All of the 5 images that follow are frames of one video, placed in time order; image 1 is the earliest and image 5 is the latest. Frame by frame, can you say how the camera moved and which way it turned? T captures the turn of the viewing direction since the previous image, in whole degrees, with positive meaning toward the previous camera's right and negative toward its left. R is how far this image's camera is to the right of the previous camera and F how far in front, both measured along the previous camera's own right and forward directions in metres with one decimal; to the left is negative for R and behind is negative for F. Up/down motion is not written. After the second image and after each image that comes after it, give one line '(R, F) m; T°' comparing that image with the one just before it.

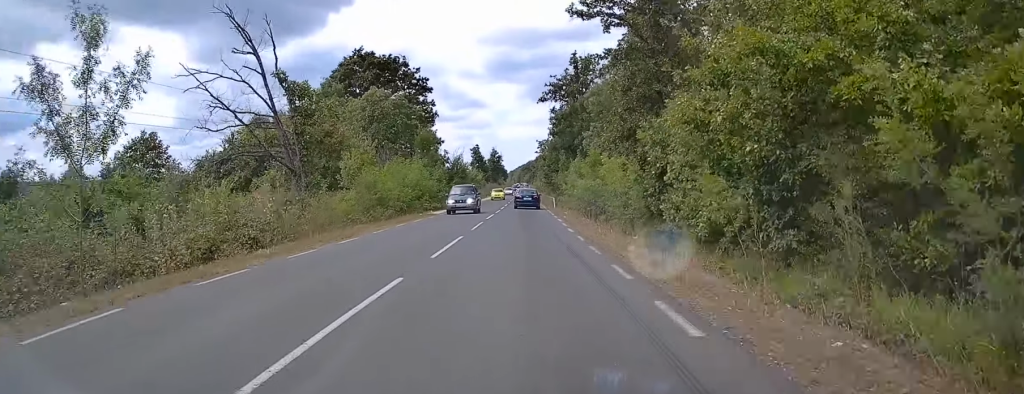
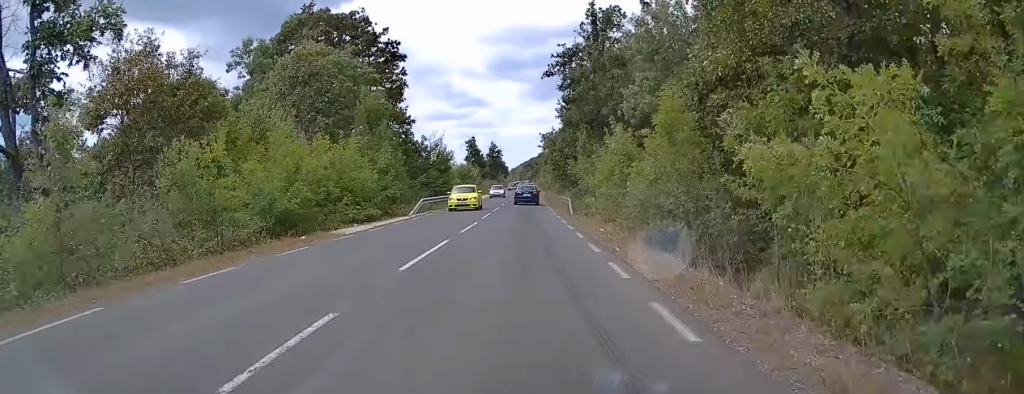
(0.0, +20.5) m; -1°
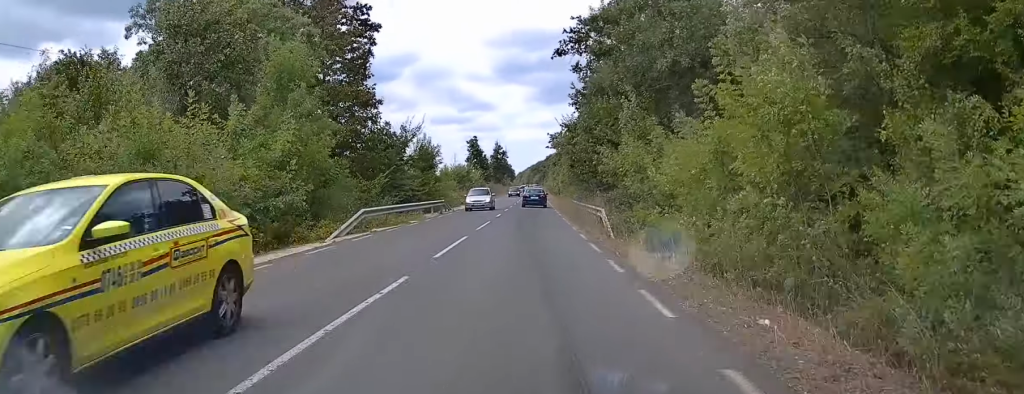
(-0.3, +14.9) m; 0°
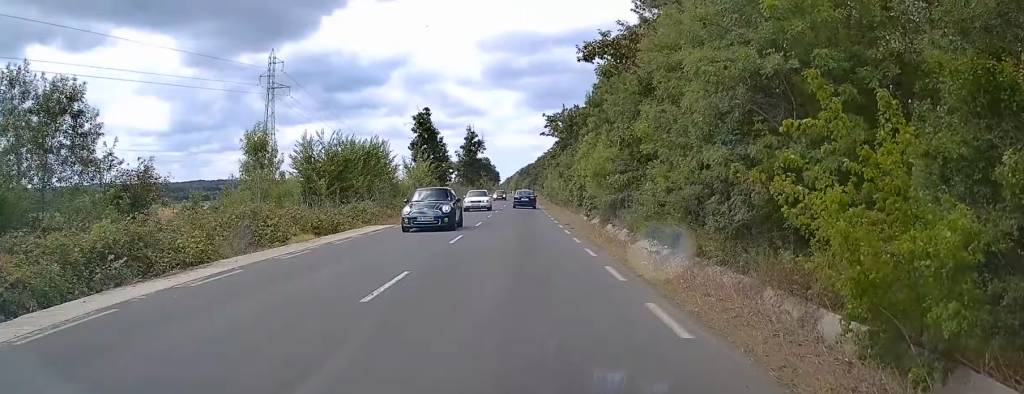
(+0.3, +61.2) m; +1°
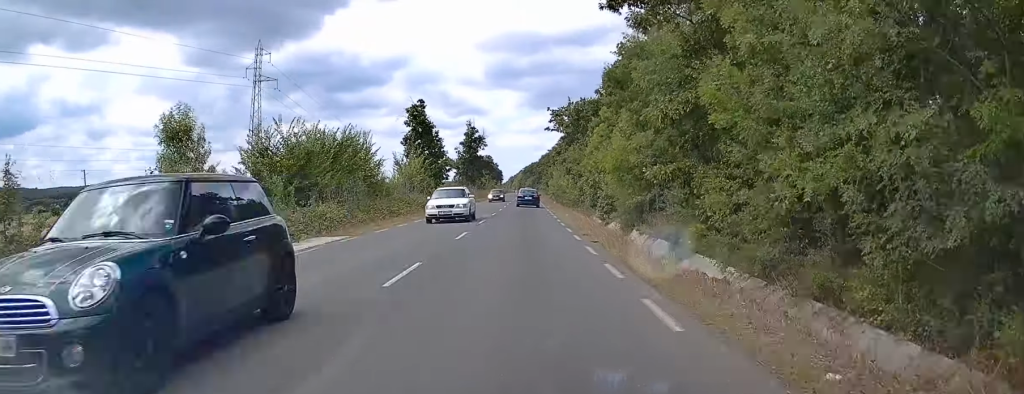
(0.0, +7.7) m; 0°
